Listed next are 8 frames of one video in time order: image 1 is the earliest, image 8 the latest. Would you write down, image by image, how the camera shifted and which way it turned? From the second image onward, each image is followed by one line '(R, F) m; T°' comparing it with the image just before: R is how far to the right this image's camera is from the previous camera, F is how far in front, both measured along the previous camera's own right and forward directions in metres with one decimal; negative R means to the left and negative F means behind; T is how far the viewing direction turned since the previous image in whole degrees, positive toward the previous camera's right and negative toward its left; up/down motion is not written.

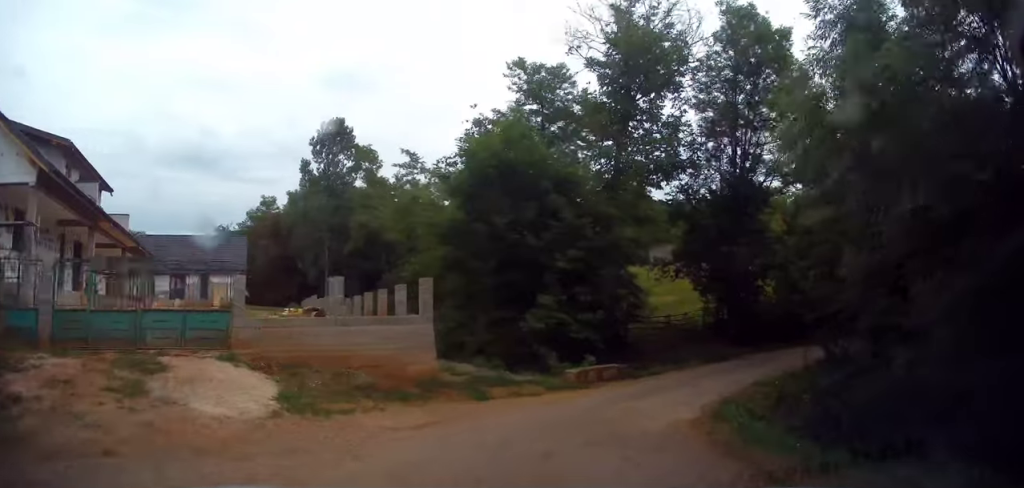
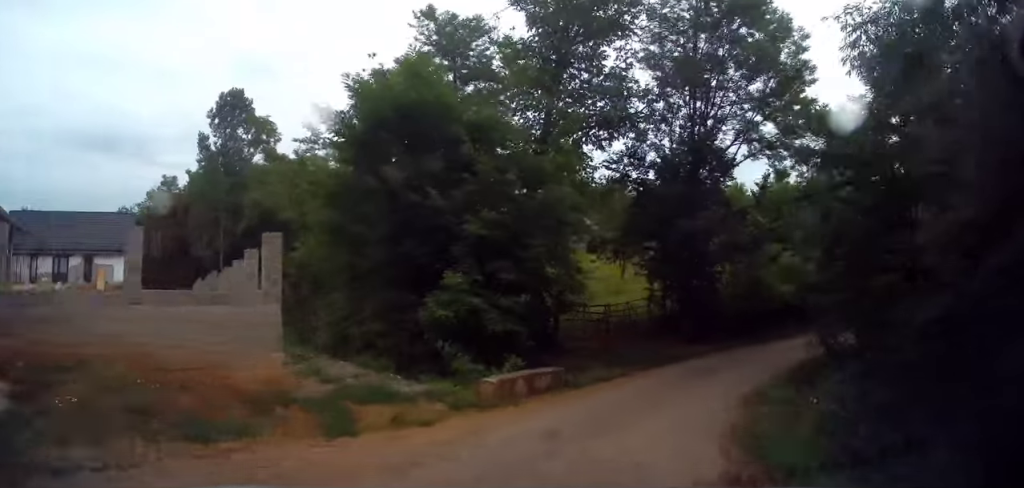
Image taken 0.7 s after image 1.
(+0.4, +4.6) m; +14°
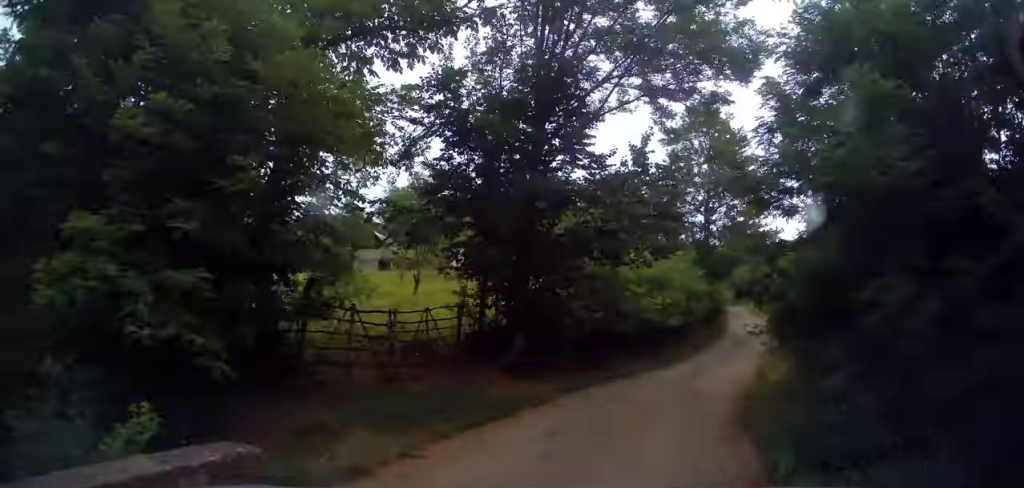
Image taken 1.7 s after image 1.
(+1.5, +6.7) m; +23°
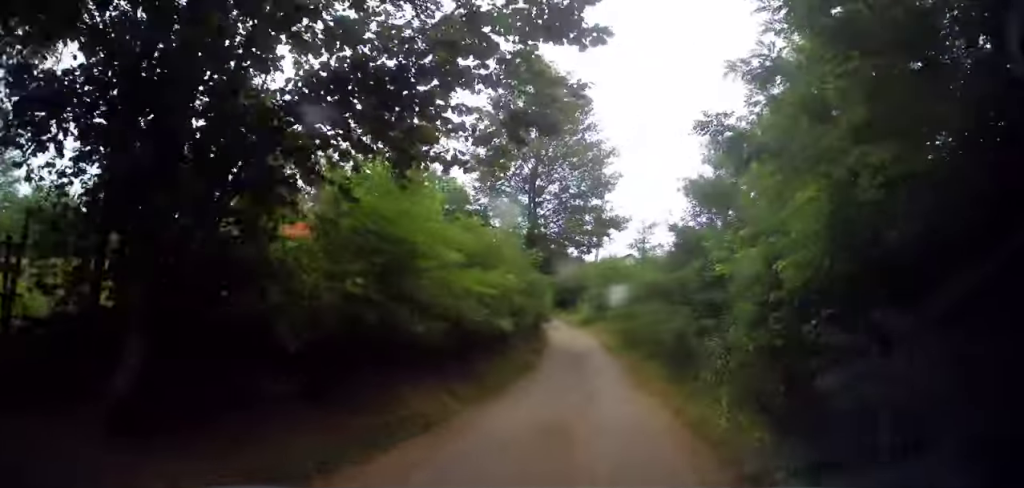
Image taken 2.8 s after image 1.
(+1.3, +7.5) m; +16°
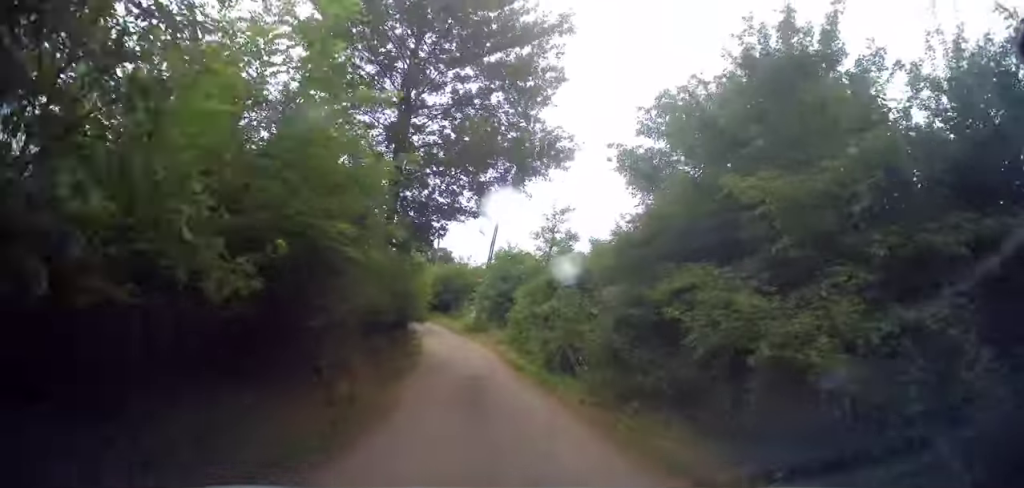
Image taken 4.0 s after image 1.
(+1.0, +9.6) m; +11°
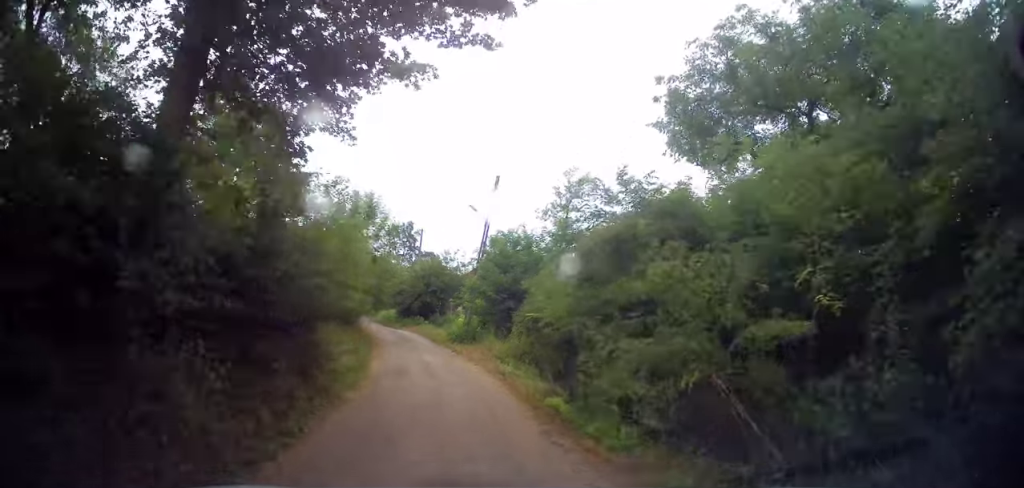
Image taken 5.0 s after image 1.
(+0.5, +8.9) m; -1°
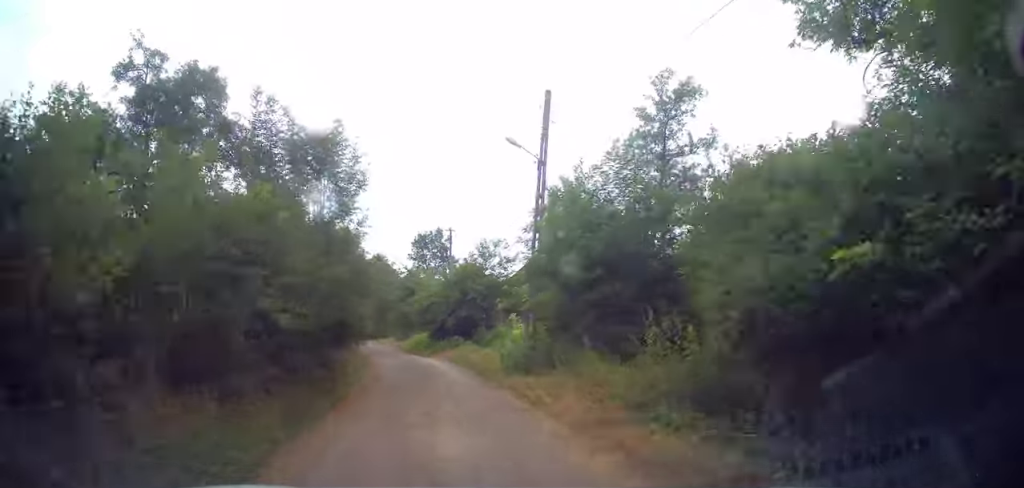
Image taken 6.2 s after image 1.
(-0.8, +10.5) m; -7°
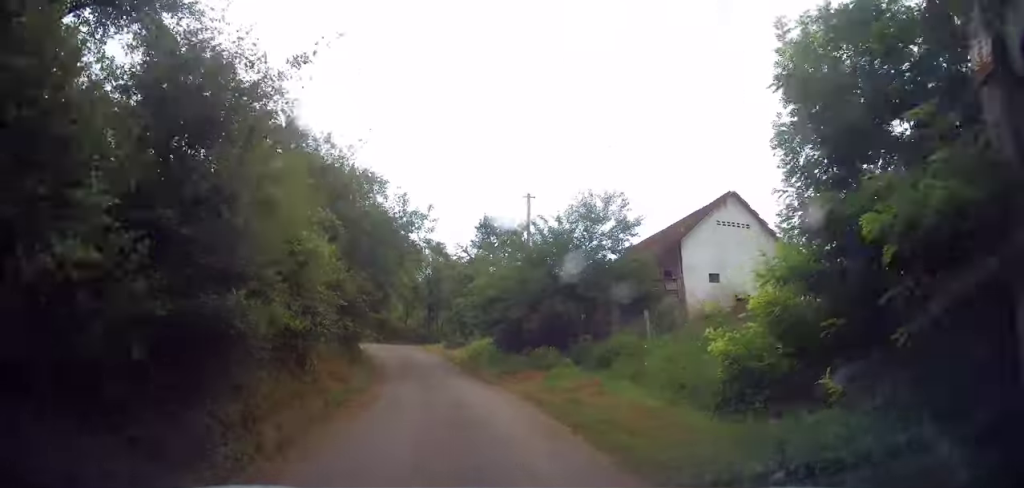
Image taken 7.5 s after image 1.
(-0.5, +12.0) m; -3°
